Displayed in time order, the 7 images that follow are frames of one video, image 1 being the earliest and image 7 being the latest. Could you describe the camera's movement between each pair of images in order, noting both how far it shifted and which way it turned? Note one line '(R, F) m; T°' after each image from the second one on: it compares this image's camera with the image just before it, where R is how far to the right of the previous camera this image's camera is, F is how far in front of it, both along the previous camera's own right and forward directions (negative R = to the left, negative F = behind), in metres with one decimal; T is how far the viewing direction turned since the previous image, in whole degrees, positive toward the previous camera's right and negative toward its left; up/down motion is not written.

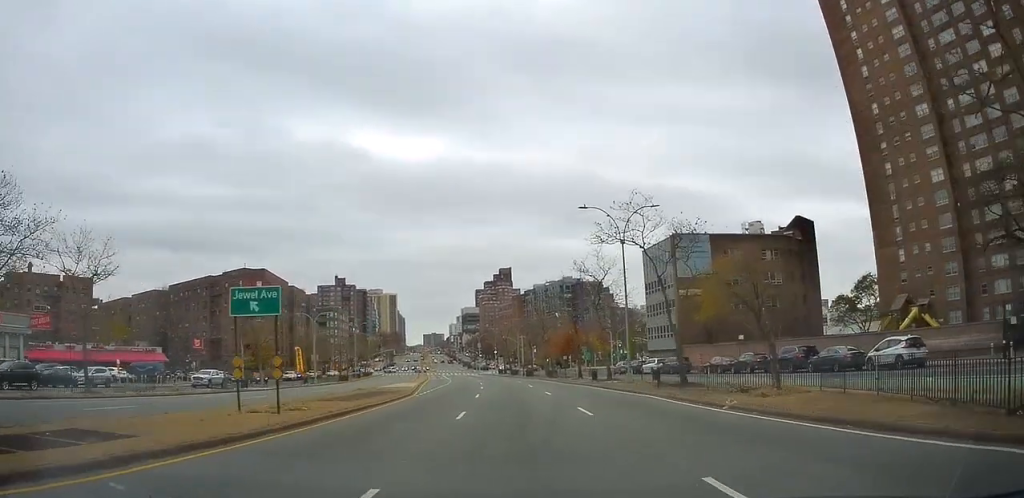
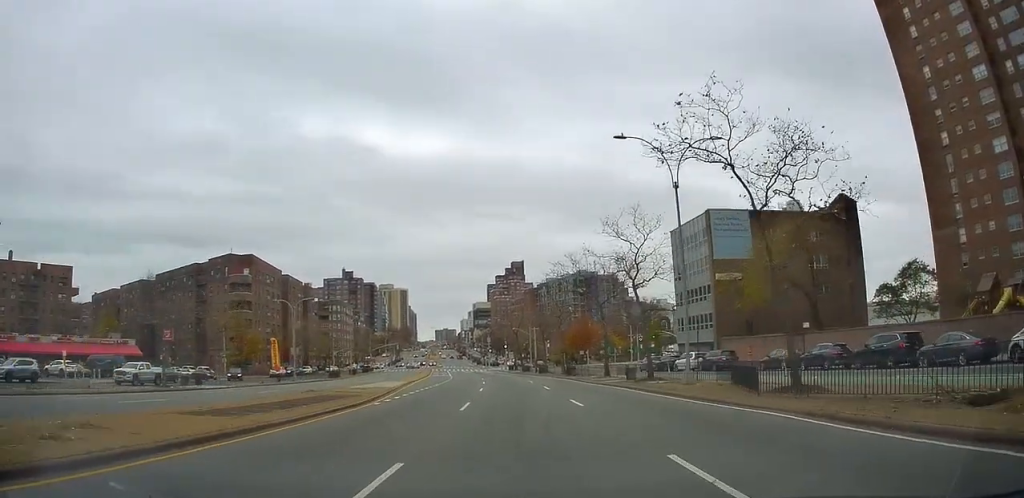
(+0.1, +10.1) m; 0°
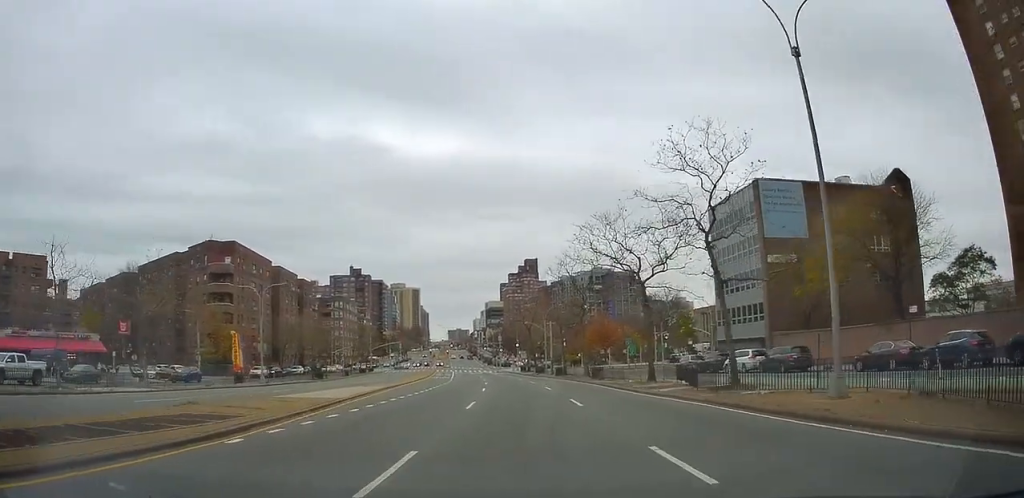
(-0.1, +11.2) m; -3°
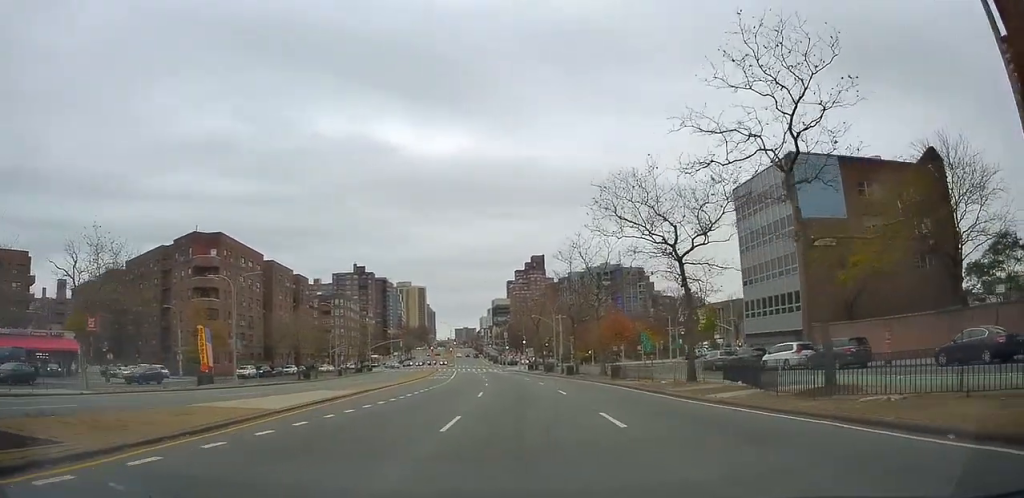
(-0.2, +6.6) m; -2°
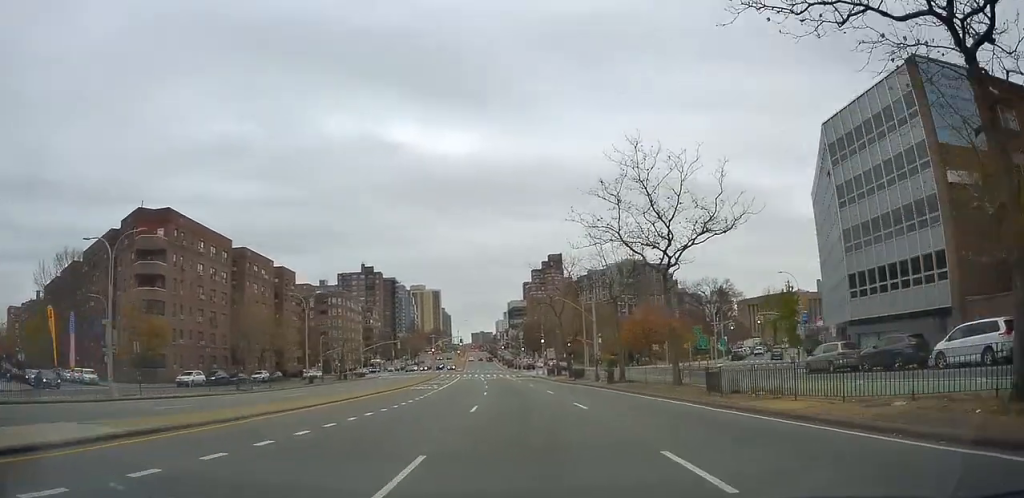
(-0.2, +18.3) m; -1°
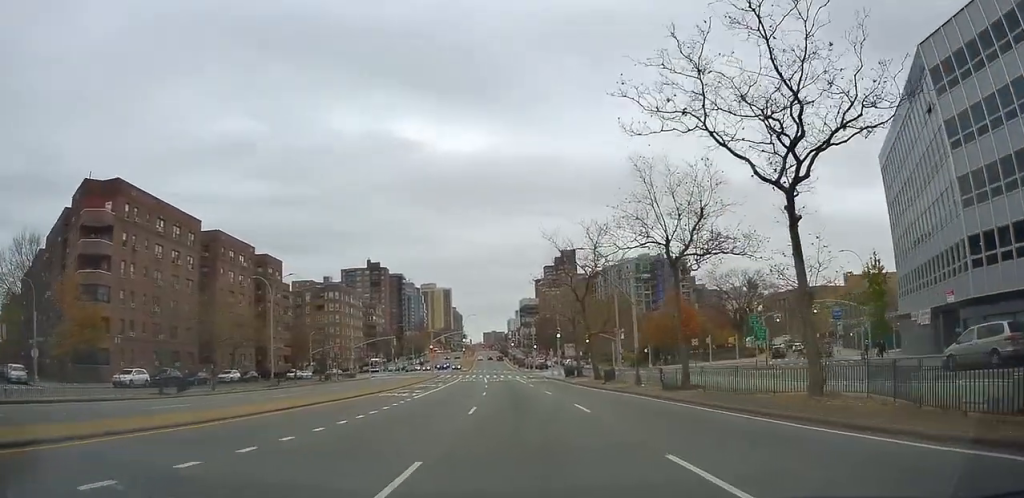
(-0.1, +12.9) m; -1°
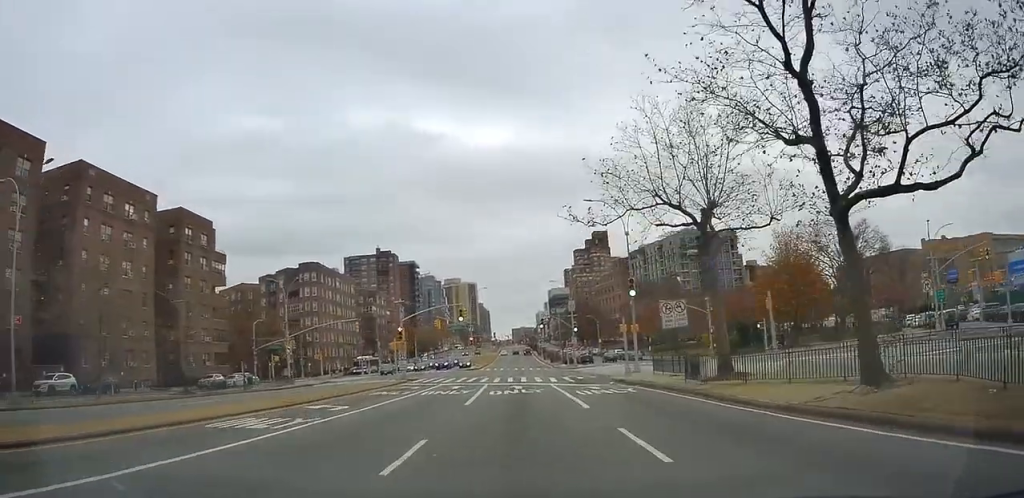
(-0.8, +35.2) m; -2°
